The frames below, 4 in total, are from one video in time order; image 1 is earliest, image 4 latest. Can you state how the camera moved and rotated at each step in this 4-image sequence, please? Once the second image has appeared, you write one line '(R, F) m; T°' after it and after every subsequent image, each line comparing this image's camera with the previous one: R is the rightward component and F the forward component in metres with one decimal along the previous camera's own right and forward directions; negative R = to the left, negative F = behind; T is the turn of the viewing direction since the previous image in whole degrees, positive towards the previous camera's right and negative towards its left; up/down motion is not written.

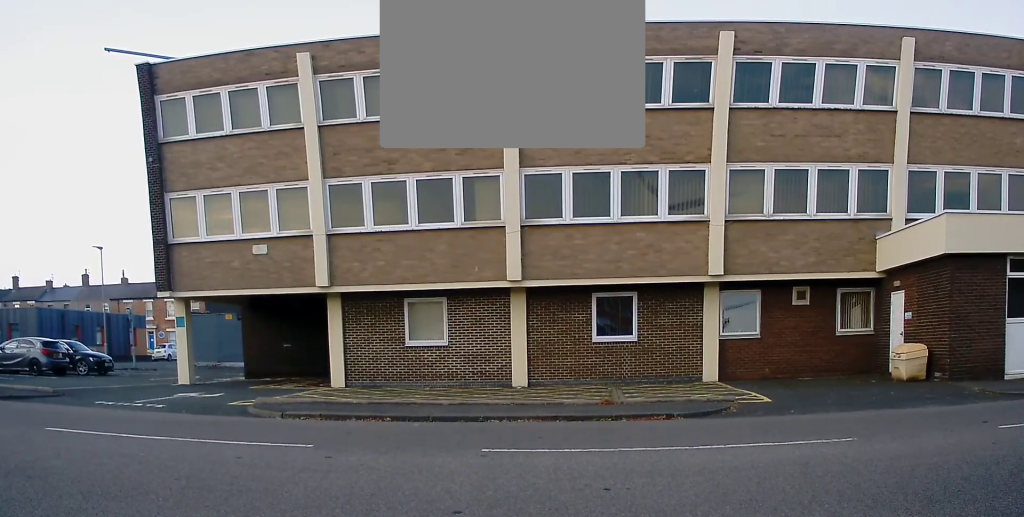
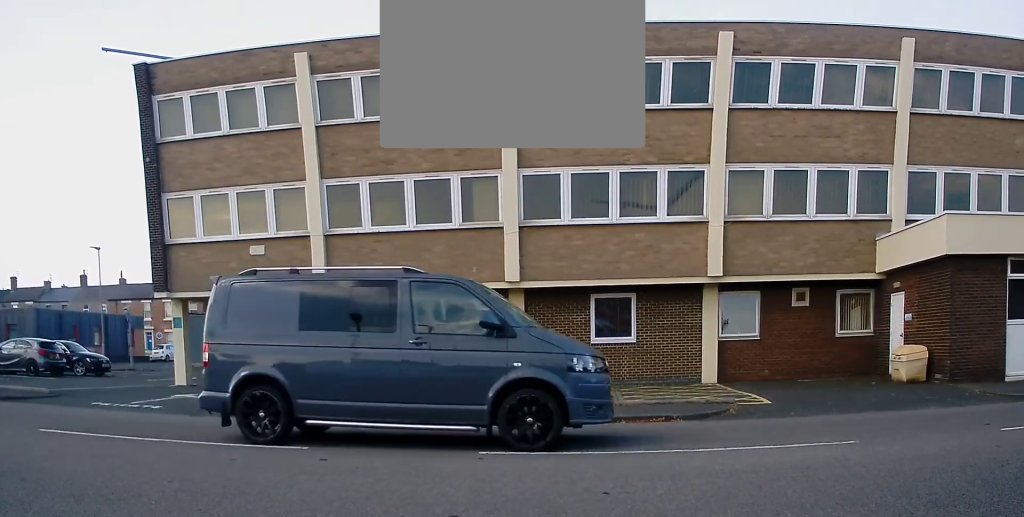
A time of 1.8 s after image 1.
(-0.3, +0.3) m; 0°
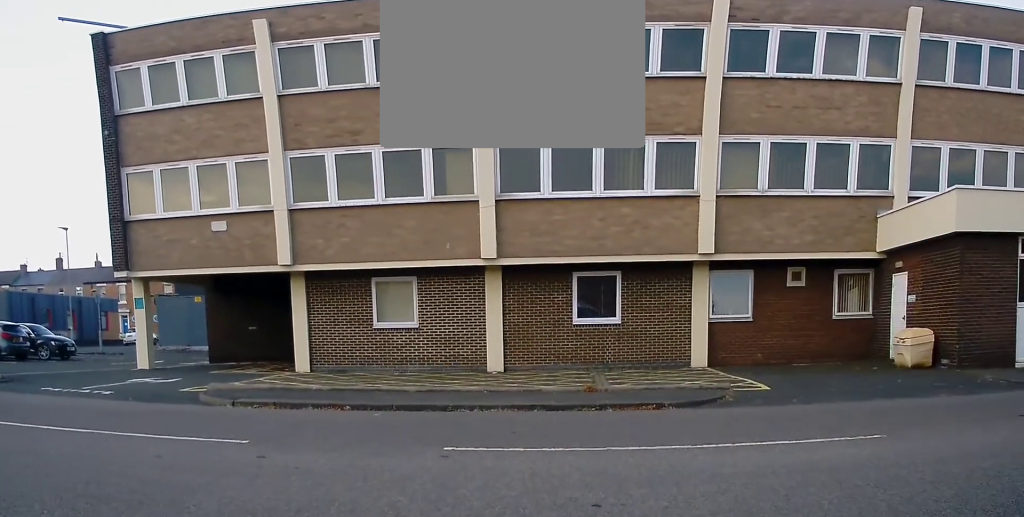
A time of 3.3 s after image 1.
(-0.3, +0.6) m; 0°
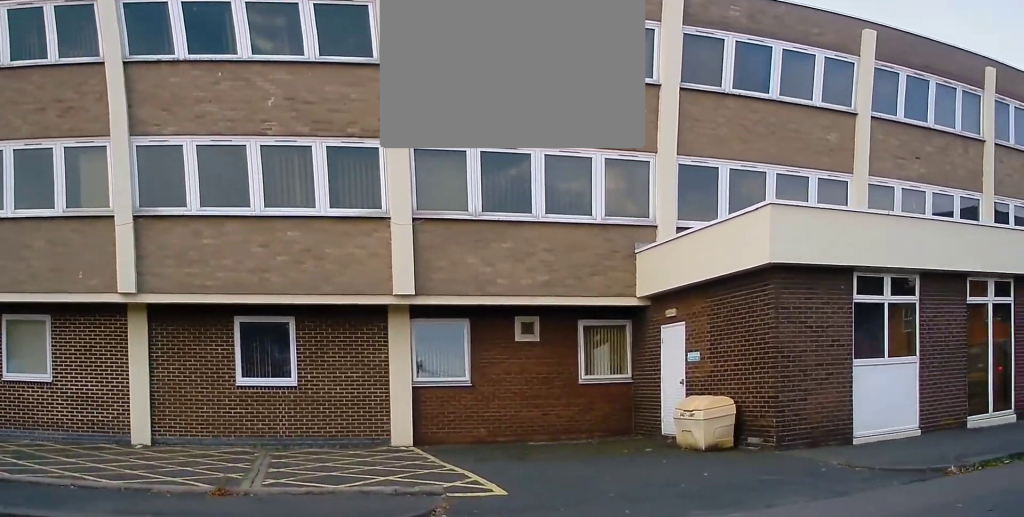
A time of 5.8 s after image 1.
(+0.5, +4.4) m; +16°
